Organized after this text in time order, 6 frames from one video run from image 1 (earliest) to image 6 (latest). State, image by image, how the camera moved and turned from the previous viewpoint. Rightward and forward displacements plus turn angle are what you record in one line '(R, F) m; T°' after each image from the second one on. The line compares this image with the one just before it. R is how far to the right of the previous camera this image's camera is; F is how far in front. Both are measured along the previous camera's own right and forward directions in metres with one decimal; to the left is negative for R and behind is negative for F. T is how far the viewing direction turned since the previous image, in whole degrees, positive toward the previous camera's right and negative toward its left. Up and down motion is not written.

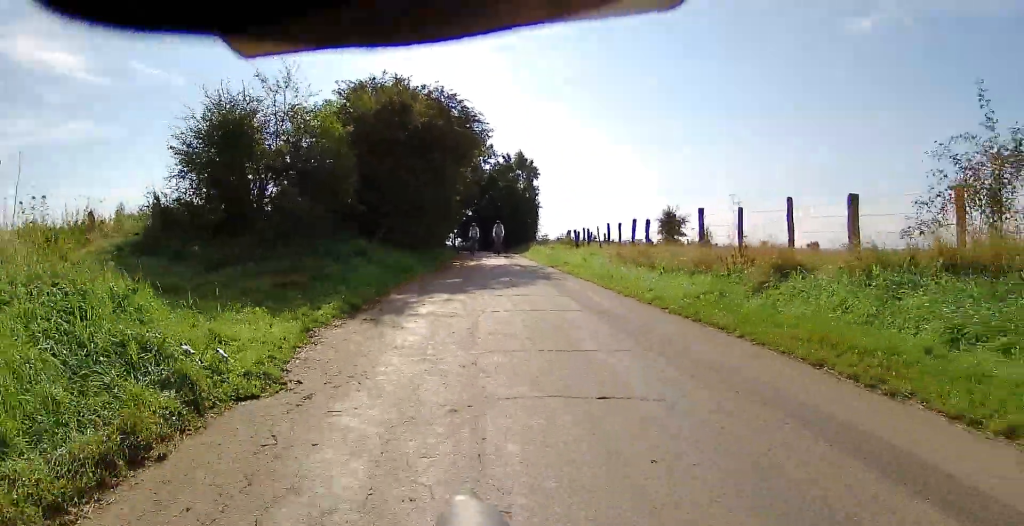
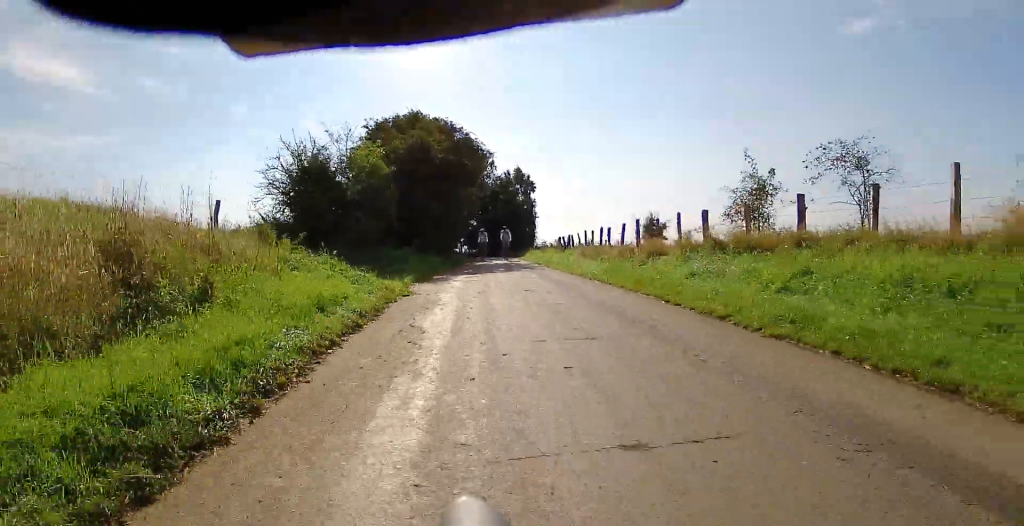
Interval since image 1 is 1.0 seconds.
(0.0, +6.3) m; +4°
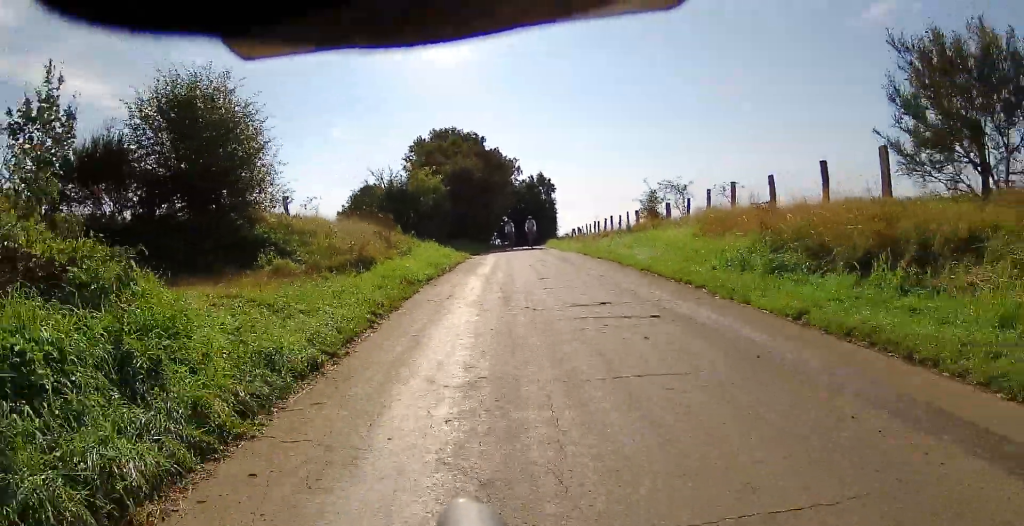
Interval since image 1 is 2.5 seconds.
(+0.2, +10.3) m; -3°
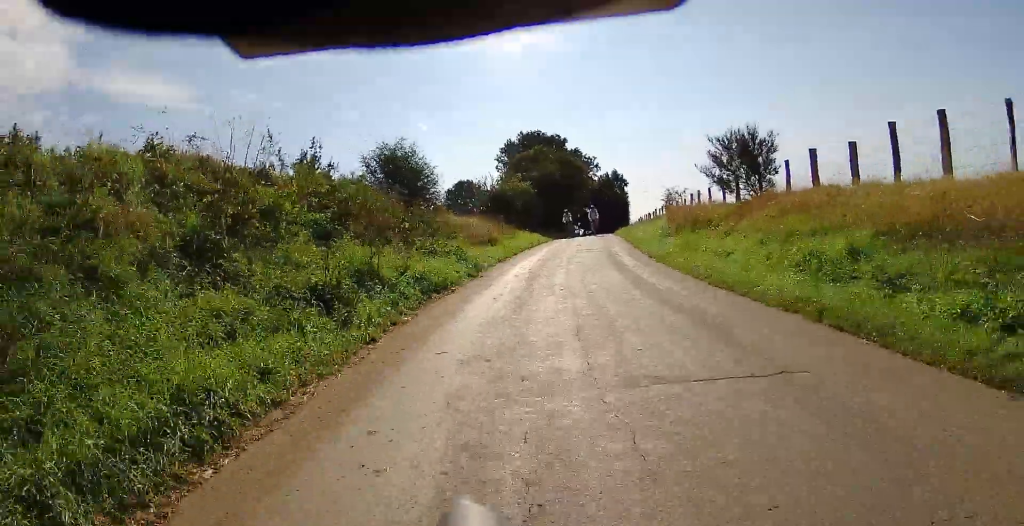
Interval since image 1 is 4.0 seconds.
(-0.7, +11.5) m; -6°
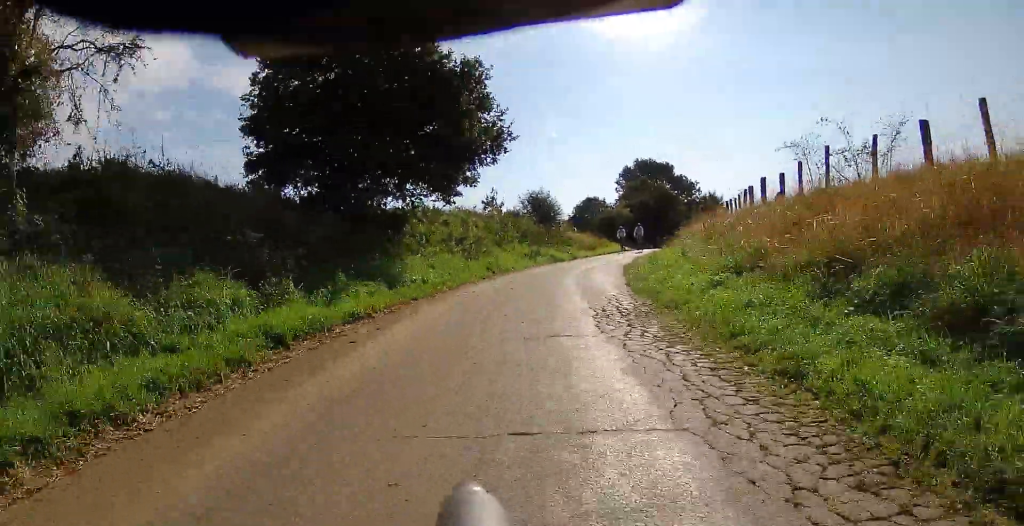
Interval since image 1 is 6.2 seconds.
(-0.3, +19.1) m; -2°
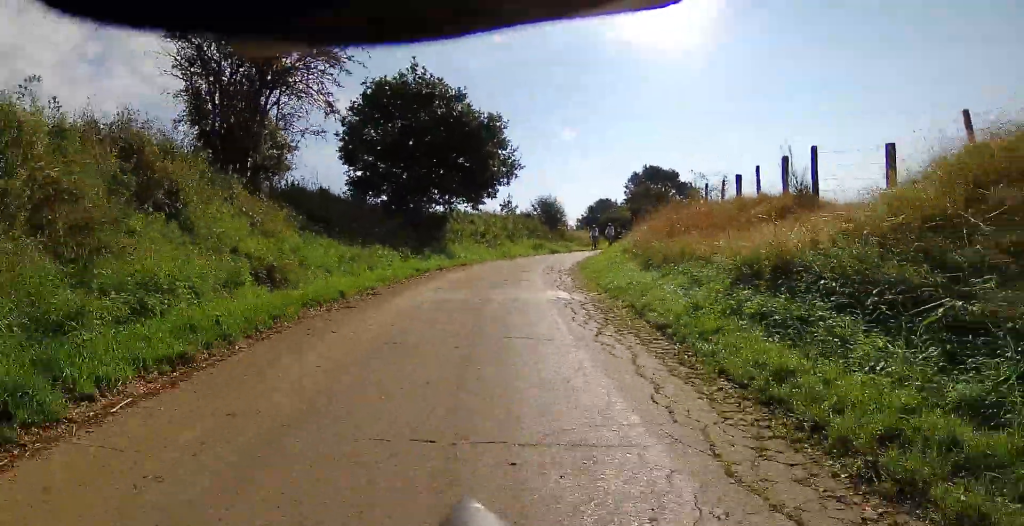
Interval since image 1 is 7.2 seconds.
(-0.1, +8.0) m; -10°
